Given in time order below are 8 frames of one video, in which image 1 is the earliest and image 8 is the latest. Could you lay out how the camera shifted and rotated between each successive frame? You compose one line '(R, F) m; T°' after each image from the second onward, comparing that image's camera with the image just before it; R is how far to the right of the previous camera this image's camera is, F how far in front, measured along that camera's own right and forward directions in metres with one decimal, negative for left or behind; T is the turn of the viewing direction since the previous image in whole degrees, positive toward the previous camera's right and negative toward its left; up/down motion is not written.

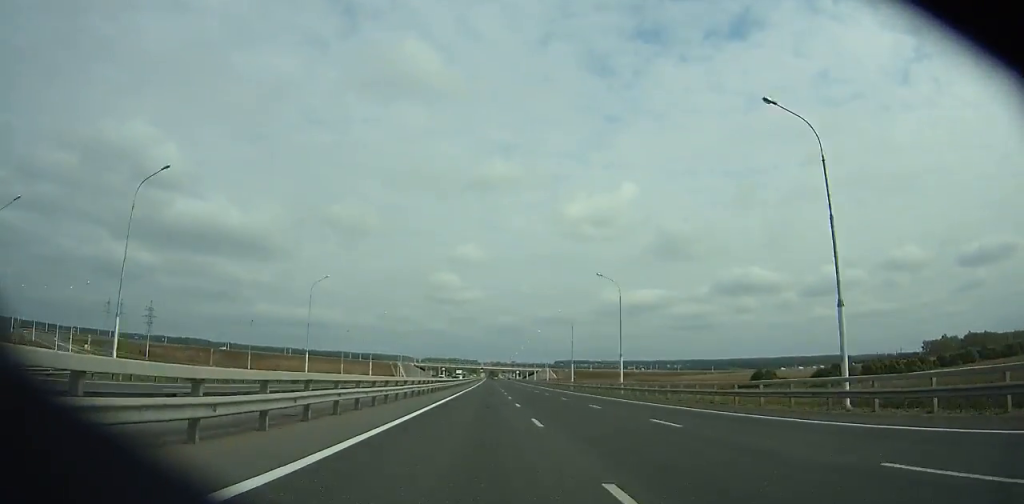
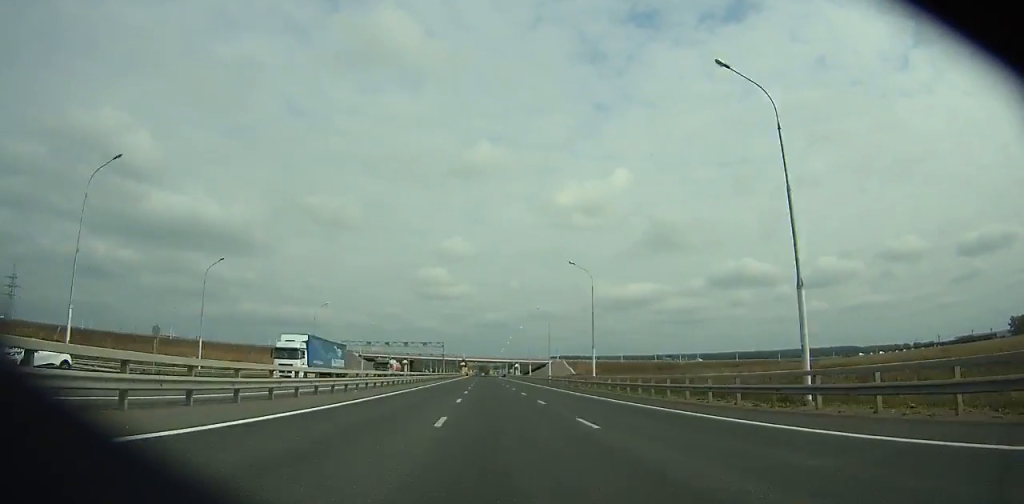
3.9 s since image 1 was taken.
(+0.8, +116.5) m; +1°
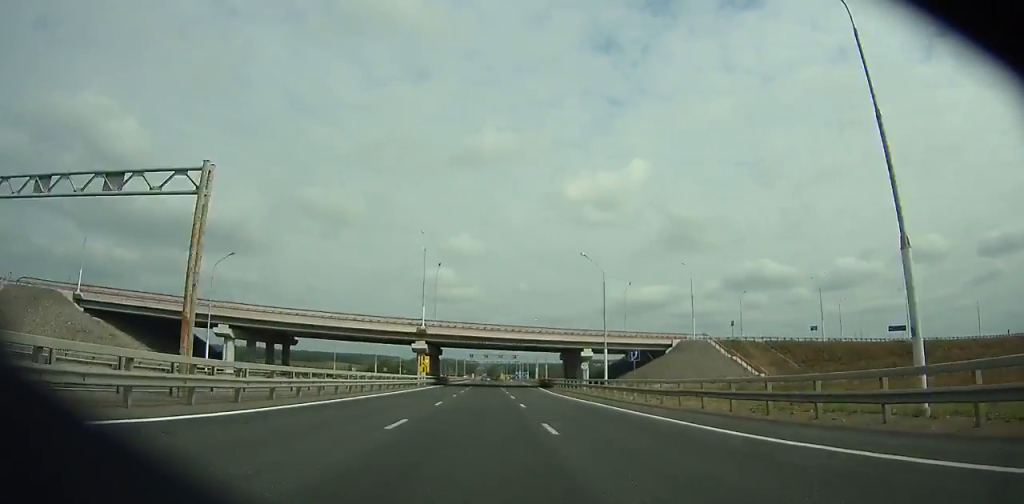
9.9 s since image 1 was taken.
(-1.3, +169.7) m; -1°
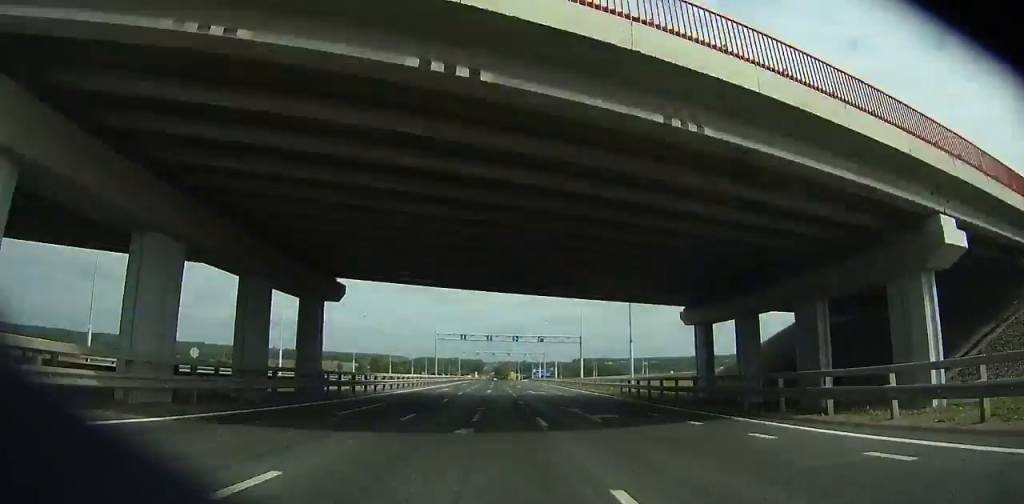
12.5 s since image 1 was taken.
(-0.3, +68.3) m; 0°
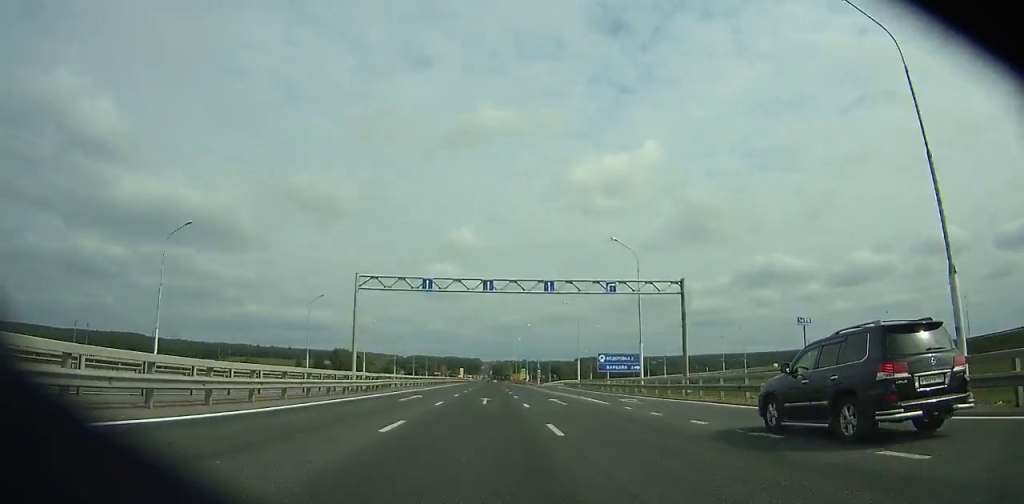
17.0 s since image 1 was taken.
(-0.5, +110.9) m; -1°
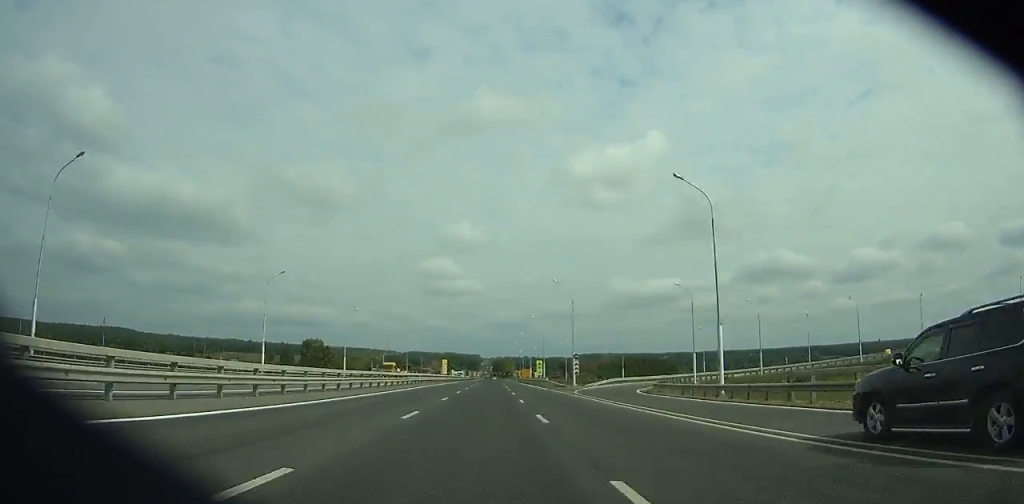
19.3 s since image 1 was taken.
(-0.3, +53.3) m; 0°
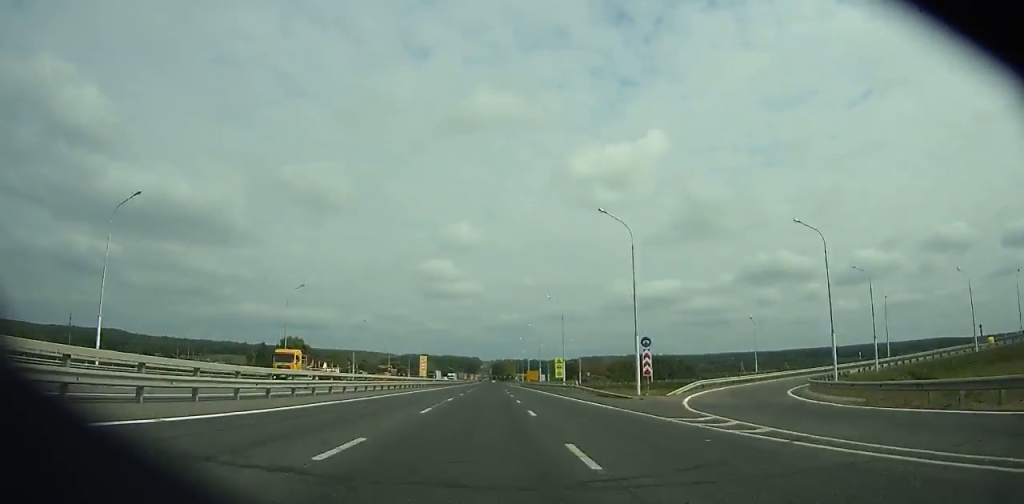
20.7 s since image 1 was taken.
(+0.1, +31.5) m; 0°
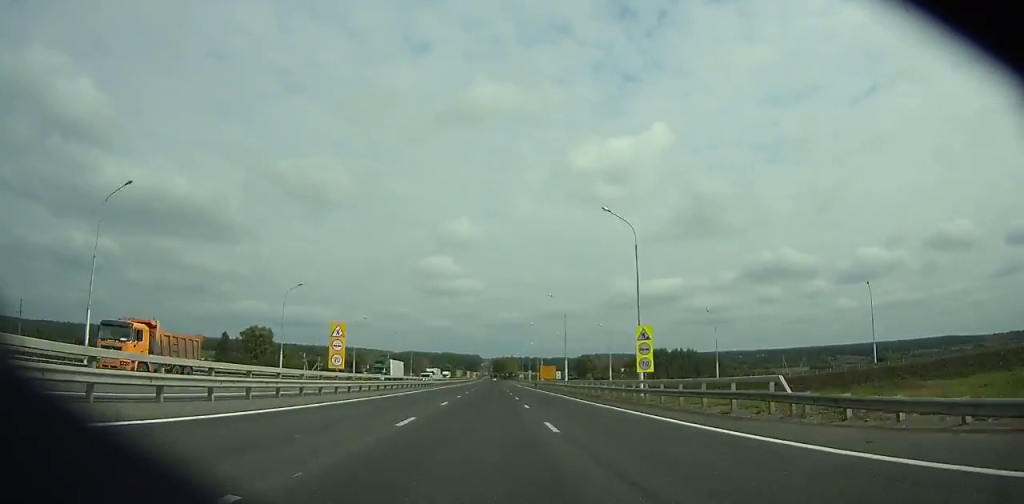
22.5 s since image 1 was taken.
(+0.1, +40.2) m; 0°
